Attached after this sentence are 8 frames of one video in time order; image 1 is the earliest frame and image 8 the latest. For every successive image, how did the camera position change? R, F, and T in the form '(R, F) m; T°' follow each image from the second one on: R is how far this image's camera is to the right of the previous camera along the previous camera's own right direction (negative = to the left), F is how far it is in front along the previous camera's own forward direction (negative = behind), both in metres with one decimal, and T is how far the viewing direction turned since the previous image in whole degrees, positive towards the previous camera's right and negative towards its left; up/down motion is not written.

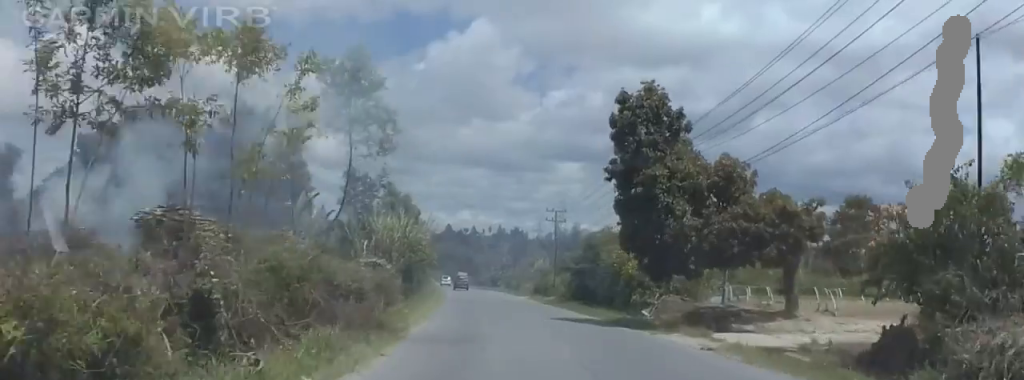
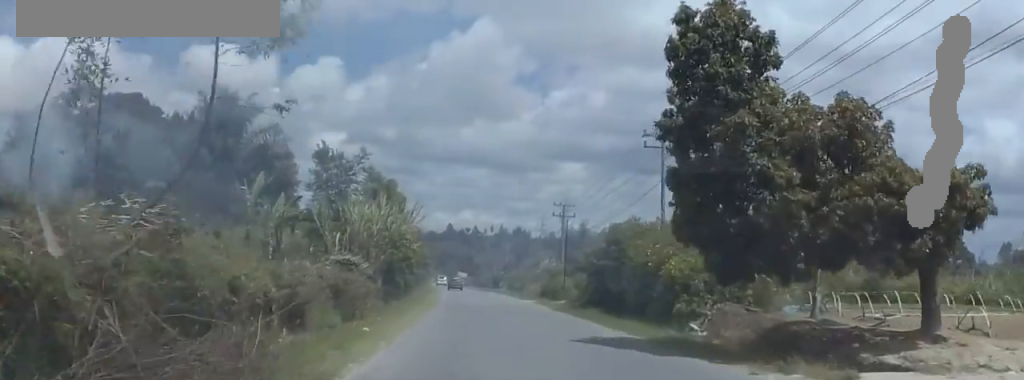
(+0.3, +9.6) m; +1°
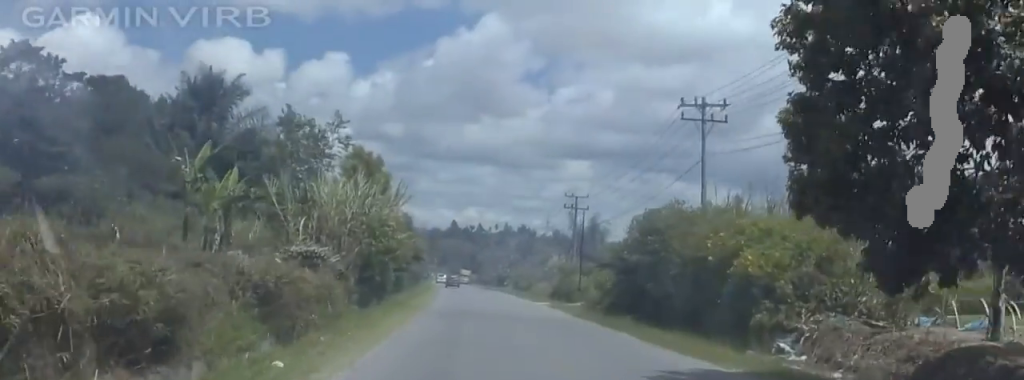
(+0.1, +9.0) m; +2°
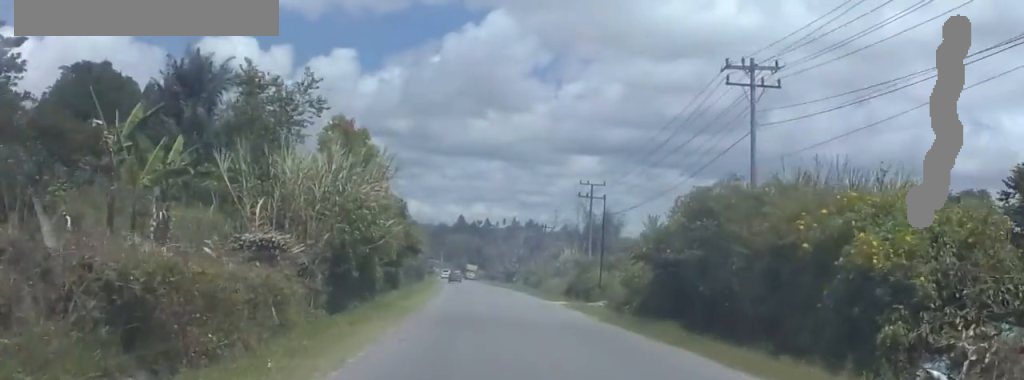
(0.0, +7.2) m; +1°
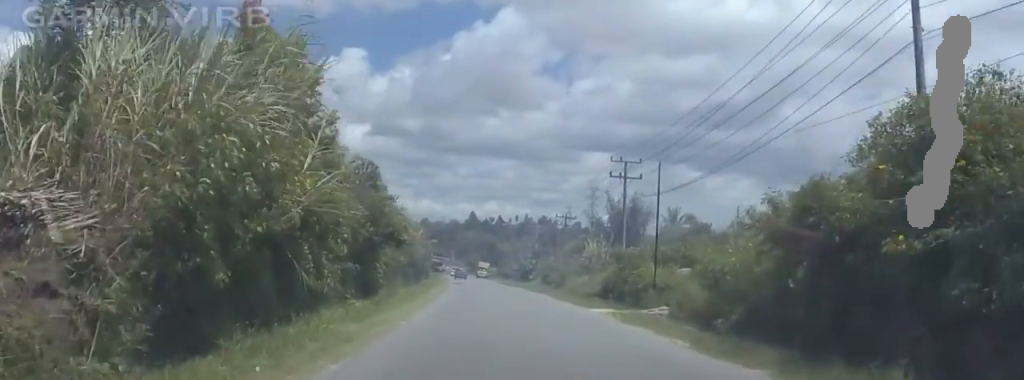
(+0.3, +14.1) m; +1°
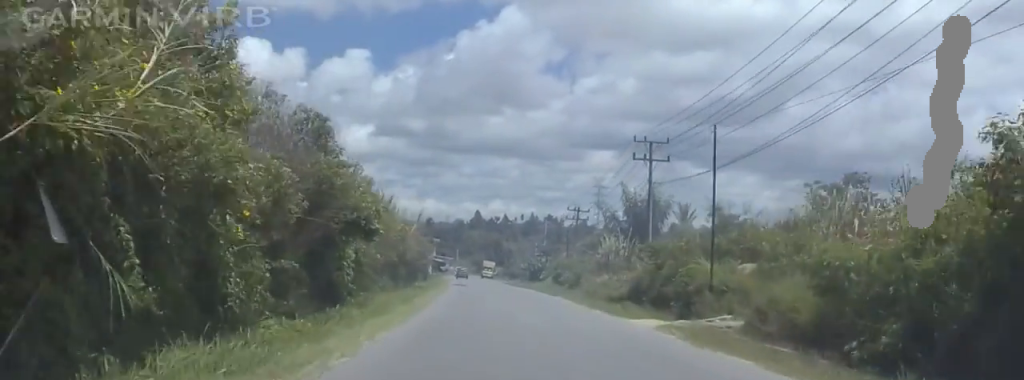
(+0.1, +9.2) m; -1°
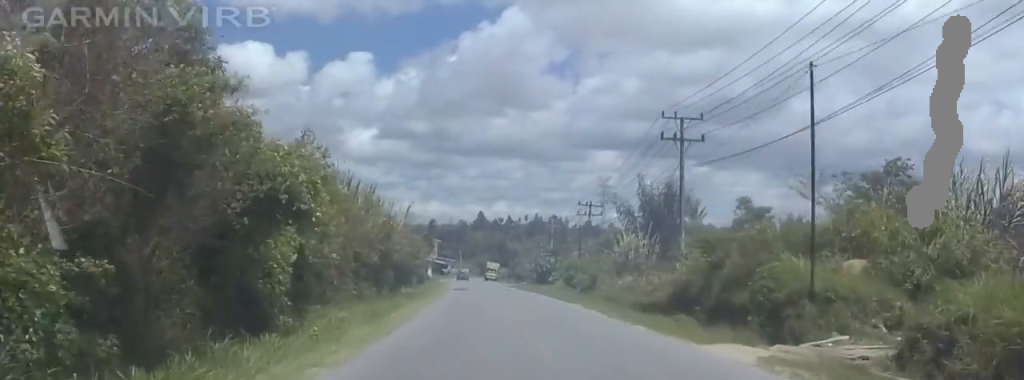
(-0.2, +9.1) m; -3°
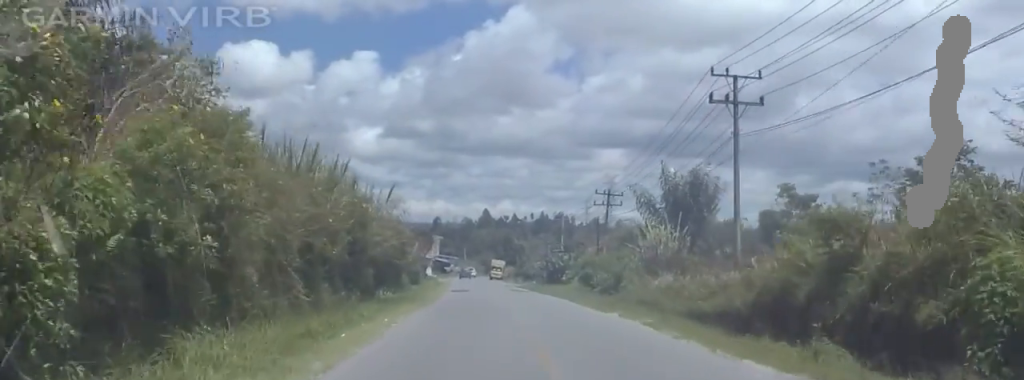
(-0.4, +10.3) m; -1°
